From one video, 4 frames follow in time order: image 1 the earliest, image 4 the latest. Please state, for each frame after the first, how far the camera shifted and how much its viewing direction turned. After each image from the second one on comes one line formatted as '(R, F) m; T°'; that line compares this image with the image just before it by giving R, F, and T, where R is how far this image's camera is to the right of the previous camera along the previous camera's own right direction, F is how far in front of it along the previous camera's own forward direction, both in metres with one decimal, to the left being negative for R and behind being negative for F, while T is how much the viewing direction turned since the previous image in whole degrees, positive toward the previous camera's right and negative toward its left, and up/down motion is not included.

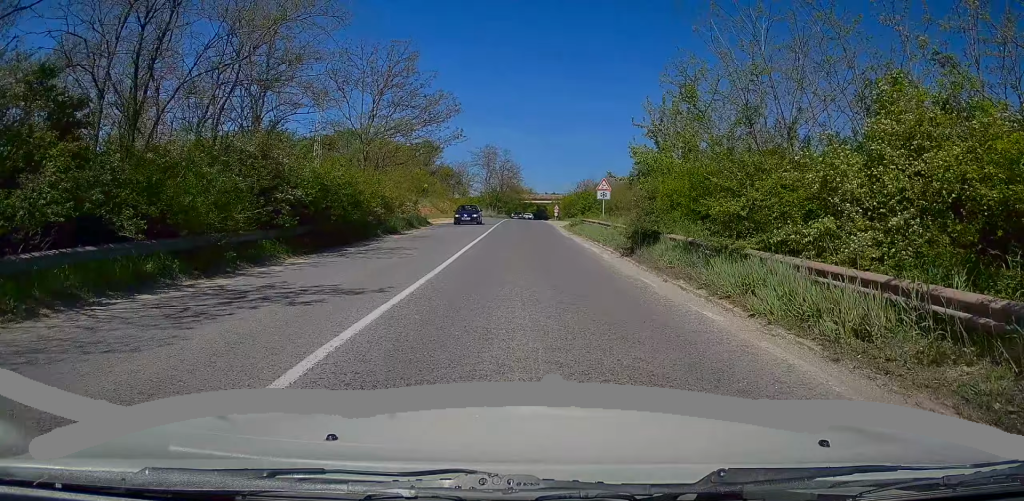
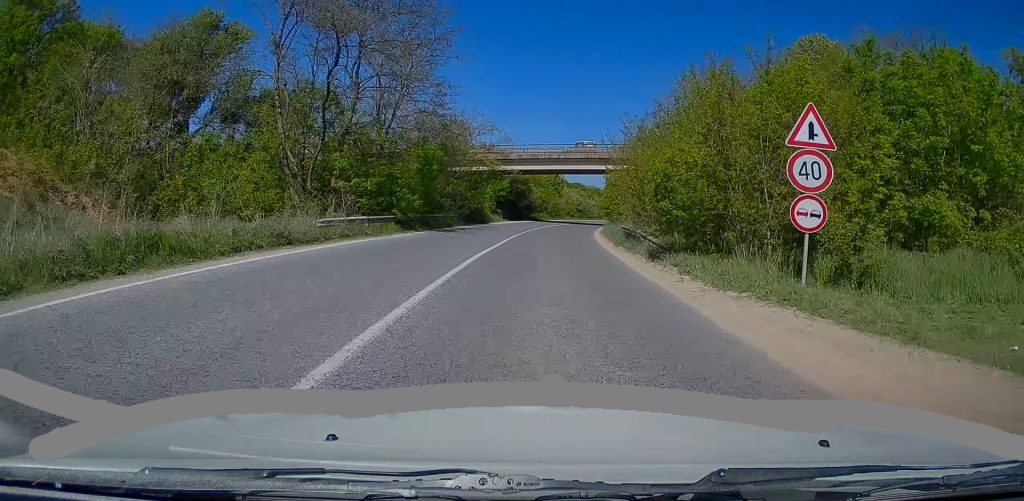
(+2.6, +101.9) m; +4°
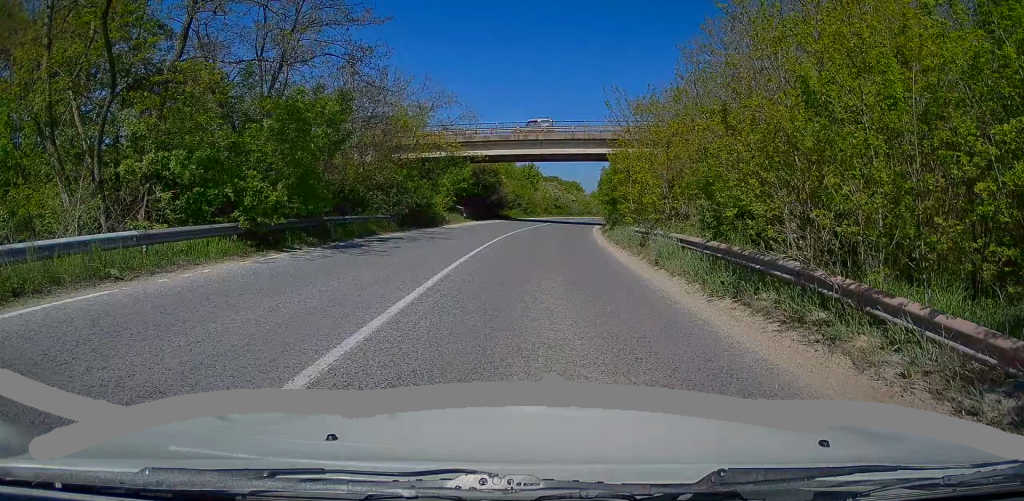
(0.0, +12.5) m; +1°
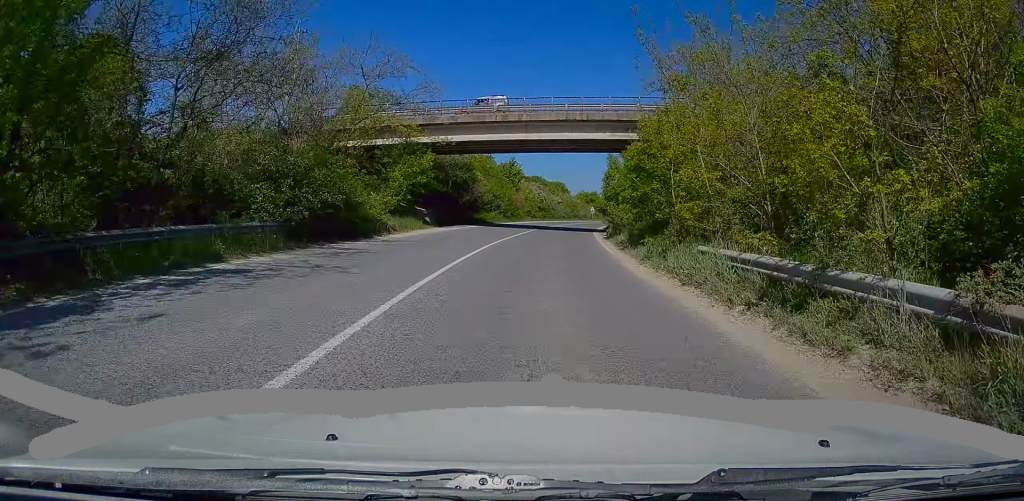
(0.0, +10.5) m; +1°
